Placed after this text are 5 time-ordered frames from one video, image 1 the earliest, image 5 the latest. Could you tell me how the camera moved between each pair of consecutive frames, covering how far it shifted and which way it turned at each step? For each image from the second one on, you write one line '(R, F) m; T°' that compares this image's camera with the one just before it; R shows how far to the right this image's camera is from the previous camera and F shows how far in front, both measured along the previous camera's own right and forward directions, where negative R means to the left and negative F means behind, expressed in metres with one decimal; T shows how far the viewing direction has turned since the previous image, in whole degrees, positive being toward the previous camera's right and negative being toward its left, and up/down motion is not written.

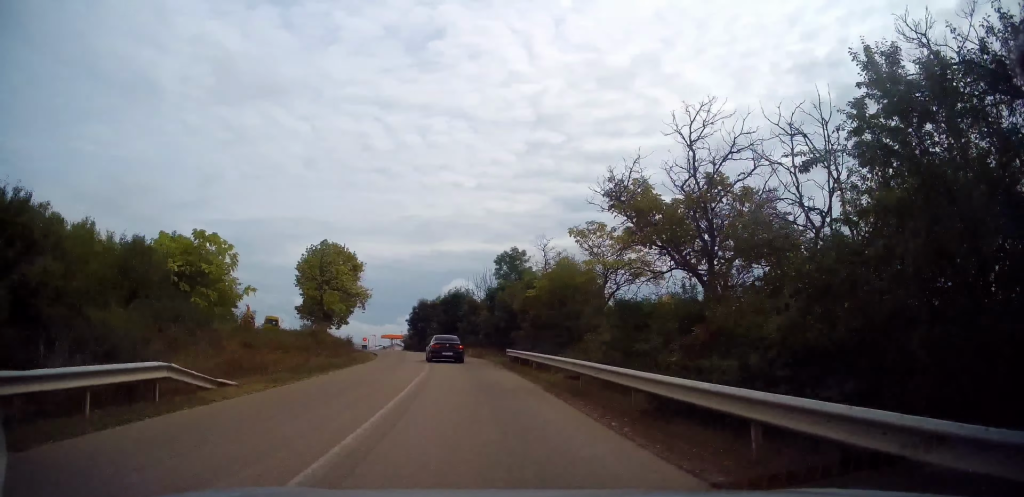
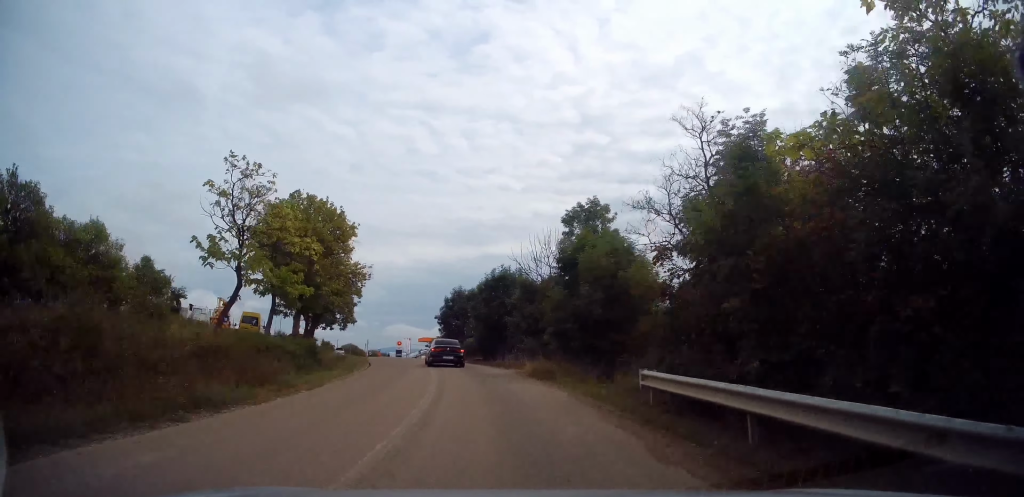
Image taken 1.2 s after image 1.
(-1.2, +19.0) m; -5°
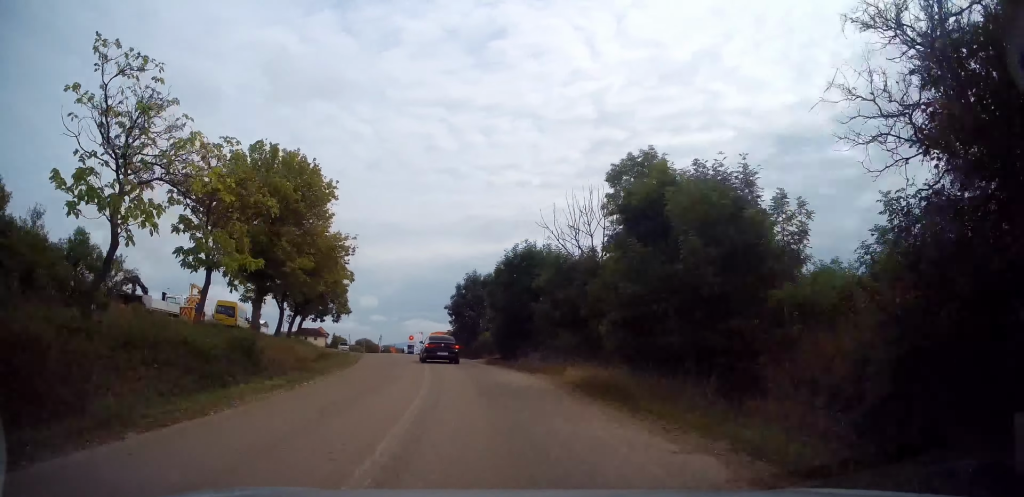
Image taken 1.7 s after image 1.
(0.0, +8.0) m; -2°
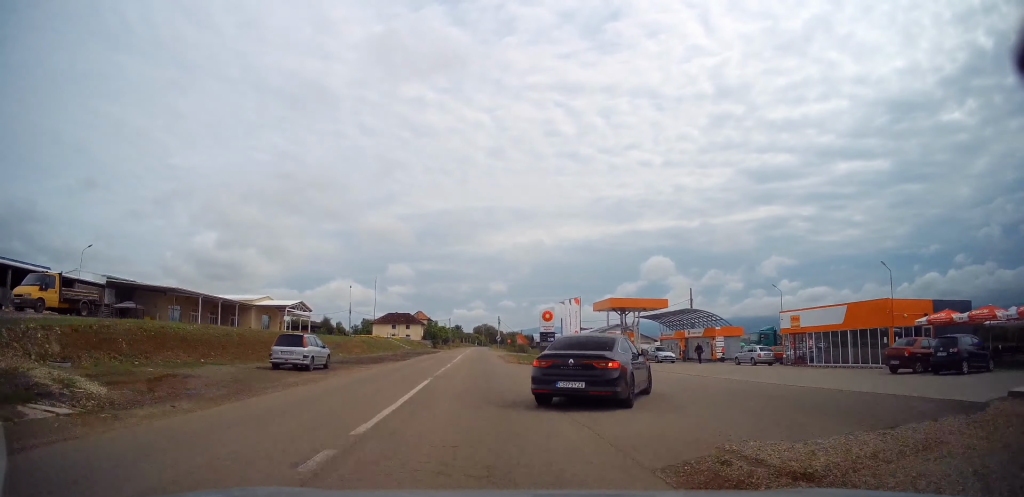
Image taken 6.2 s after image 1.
(-10.3, +60.3) m; -17°
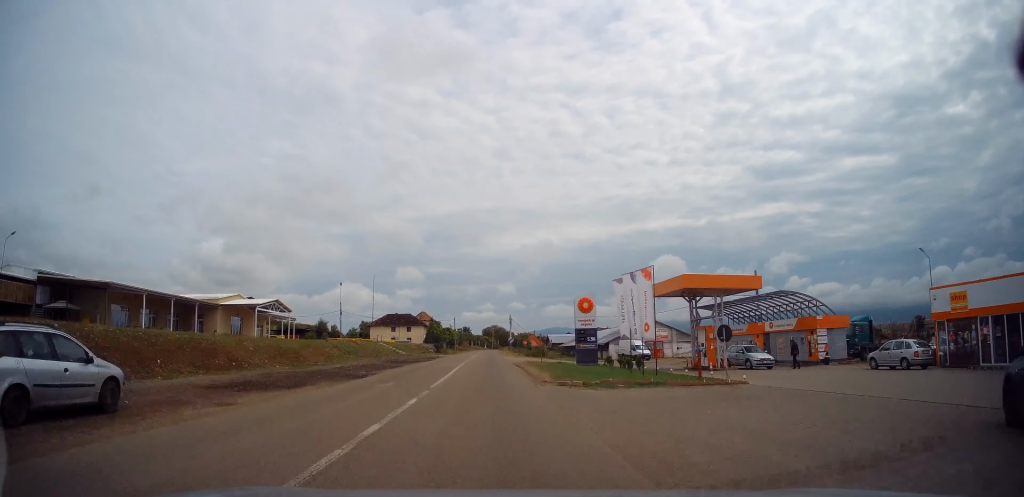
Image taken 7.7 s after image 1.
(+0.1, +15.3) m; +1°
